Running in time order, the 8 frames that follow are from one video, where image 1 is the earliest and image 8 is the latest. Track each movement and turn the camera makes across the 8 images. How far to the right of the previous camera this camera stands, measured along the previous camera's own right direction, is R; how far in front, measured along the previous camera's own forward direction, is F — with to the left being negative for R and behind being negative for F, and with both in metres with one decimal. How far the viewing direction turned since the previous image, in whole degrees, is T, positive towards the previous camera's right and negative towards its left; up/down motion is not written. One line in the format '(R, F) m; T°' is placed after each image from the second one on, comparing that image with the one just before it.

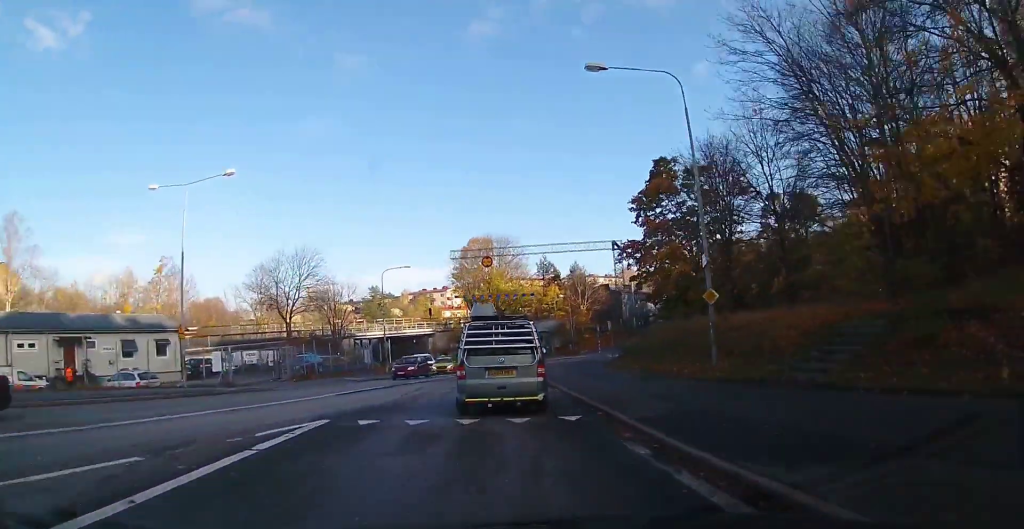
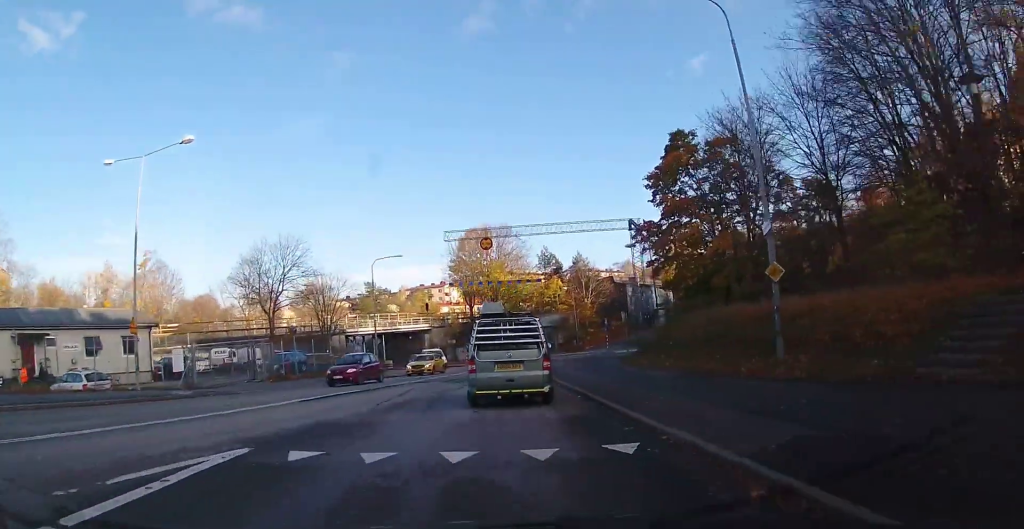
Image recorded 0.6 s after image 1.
(+0.3, +4.9) m; +6°
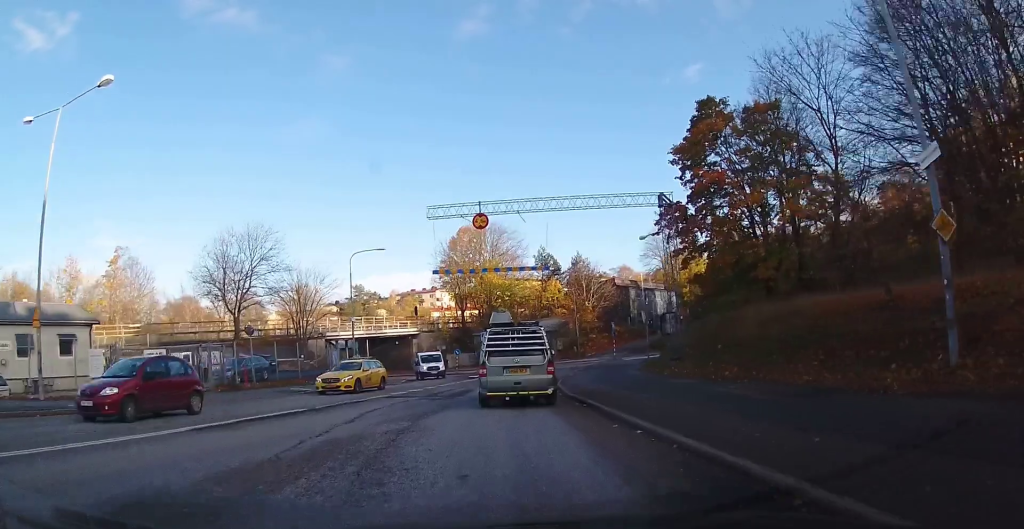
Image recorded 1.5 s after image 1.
(+0.4, +7.1) m; +3°
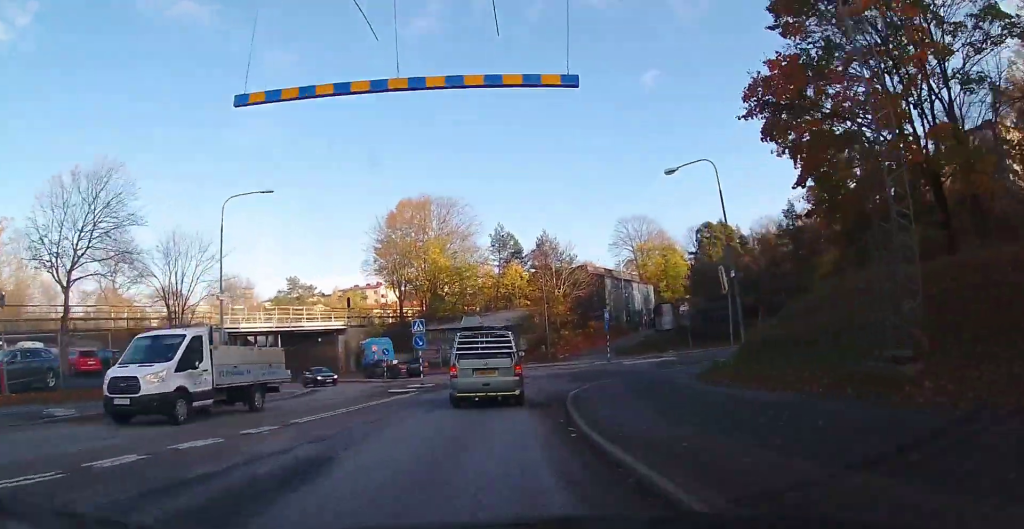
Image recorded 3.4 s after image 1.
(0.0, +16.9) m; 0°
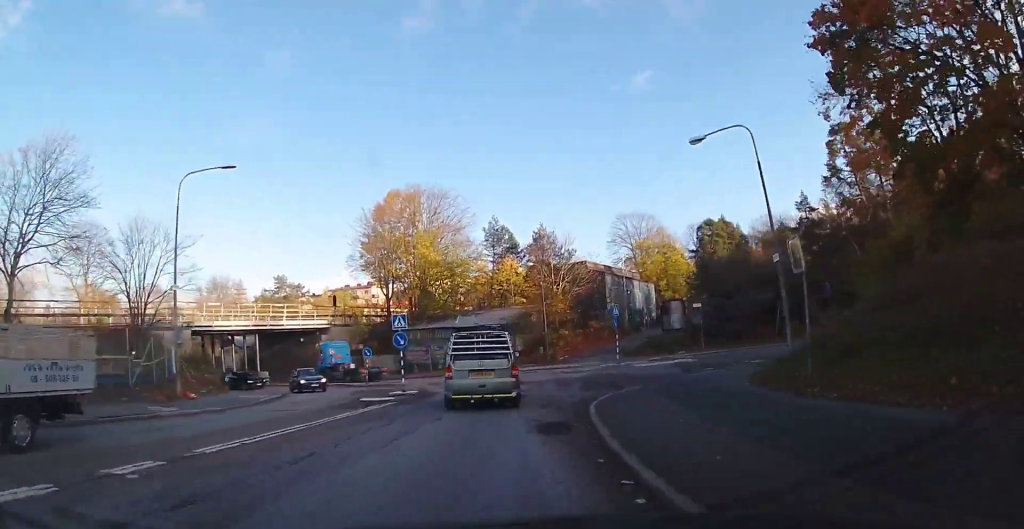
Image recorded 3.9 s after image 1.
(0.0, +4.3) m; +1°
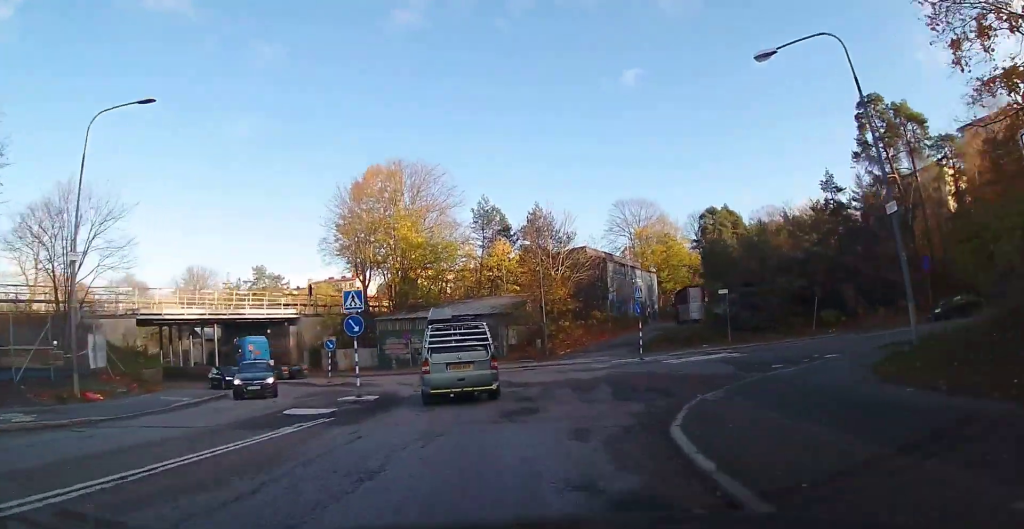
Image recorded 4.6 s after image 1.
(0.0, +6.9) m; +2°
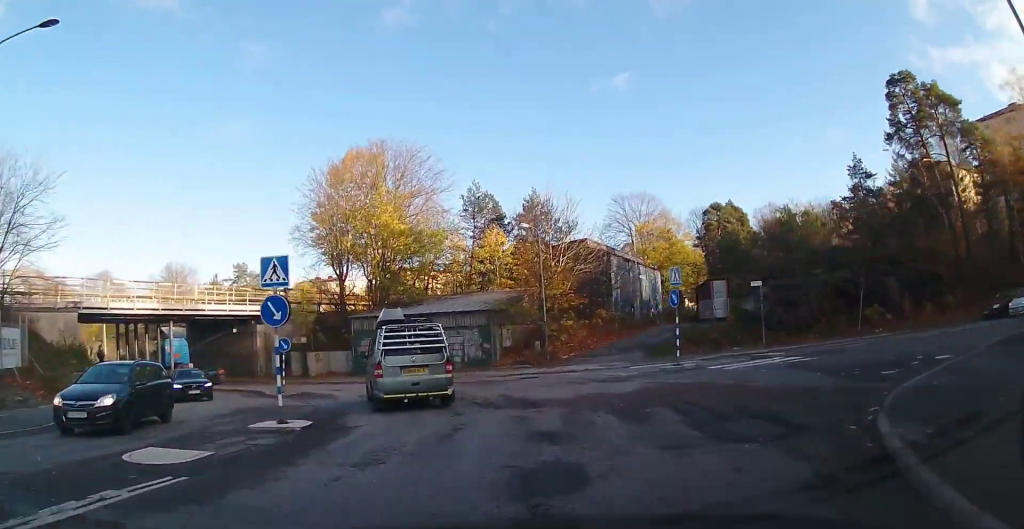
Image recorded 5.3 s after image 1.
(+0.3, +6.1) m; 0°
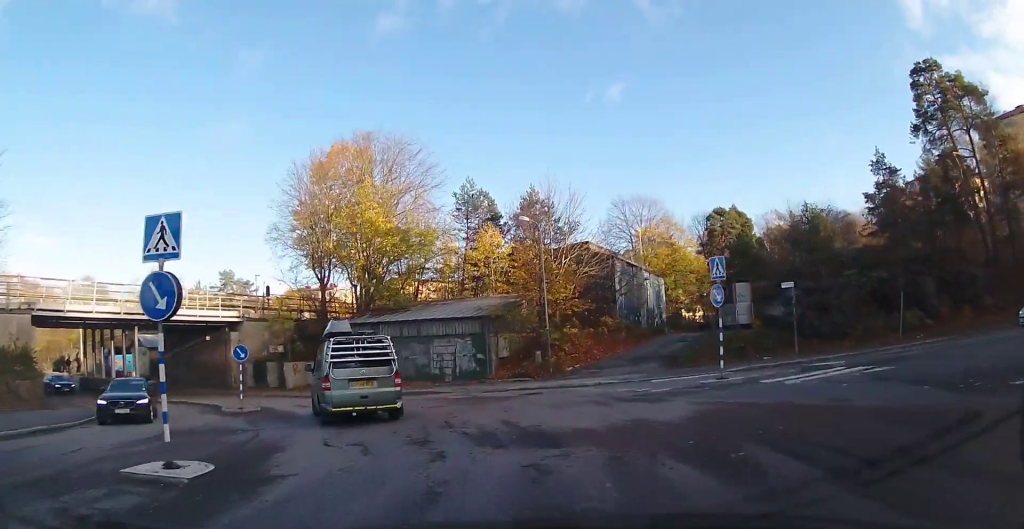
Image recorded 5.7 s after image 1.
(0.0, +4.2) m; -2°
